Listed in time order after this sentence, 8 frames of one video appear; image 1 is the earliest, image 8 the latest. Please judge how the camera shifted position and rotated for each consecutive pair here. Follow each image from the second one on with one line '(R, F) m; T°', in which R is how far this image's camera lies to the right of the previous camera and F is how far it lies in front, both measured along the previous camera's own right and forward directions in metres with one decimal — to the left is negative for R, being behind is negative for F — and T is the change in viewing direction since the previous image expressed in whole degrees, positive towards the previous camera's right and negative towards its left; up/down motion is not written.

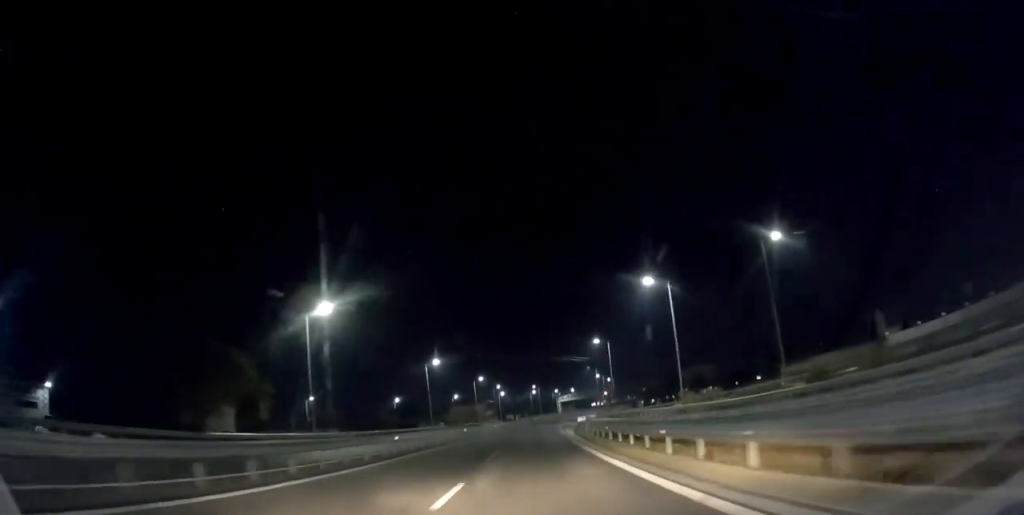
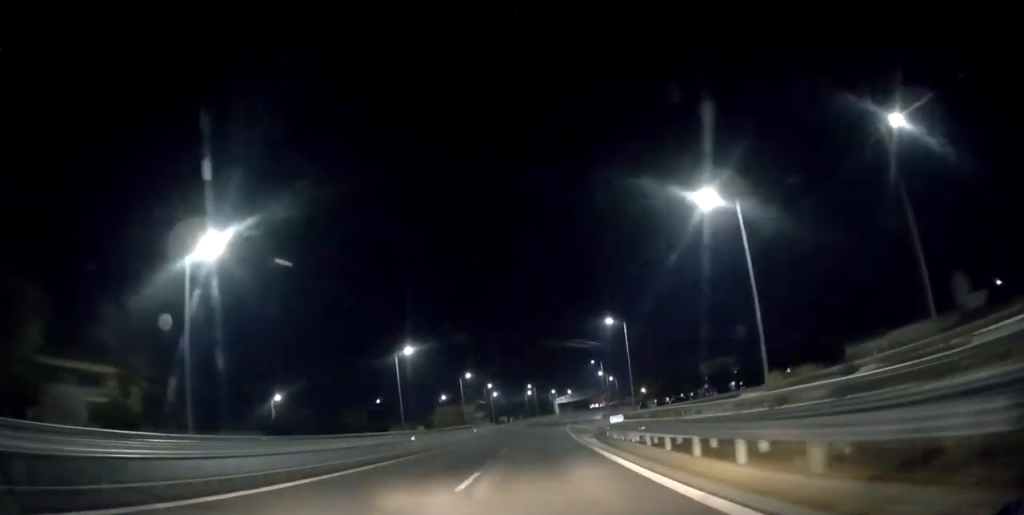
(+0.3, +20.5) m; +1°
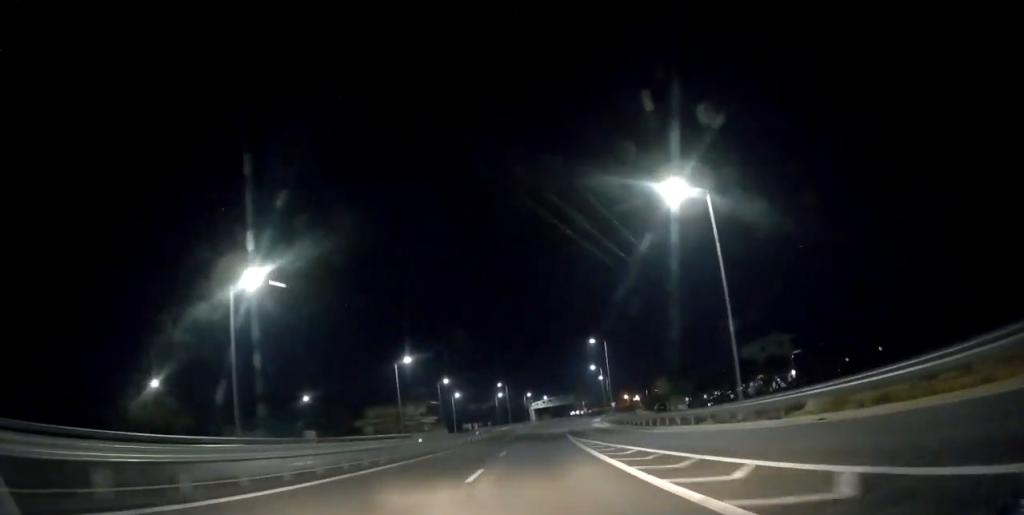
(+0.8, +42.4) m; +2°
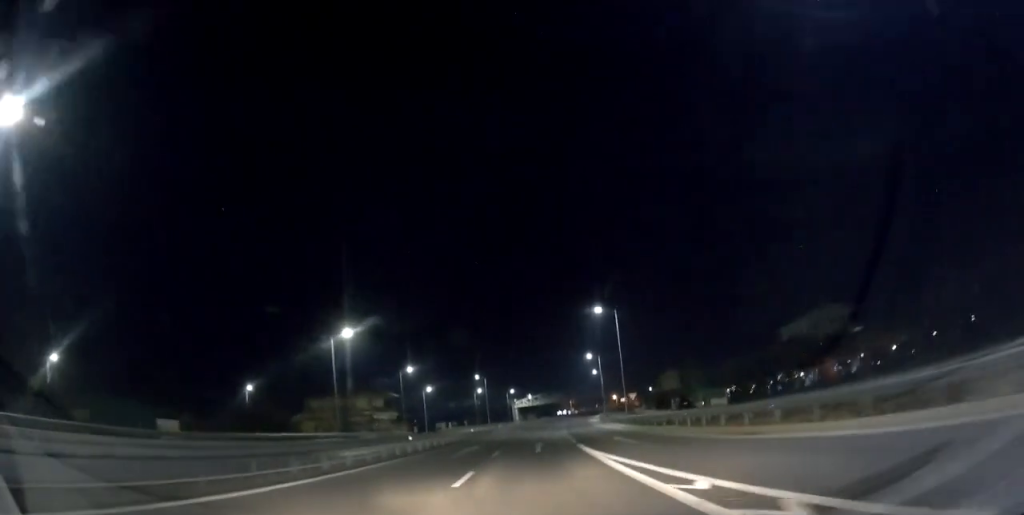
(+0.1, +23.6) m; +1°
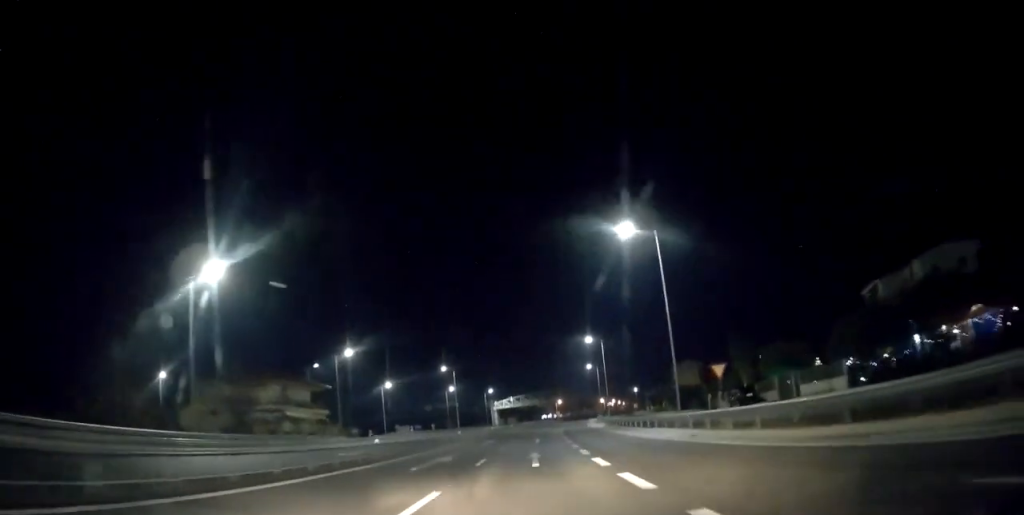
(+0.5, +27.6) m; +2°
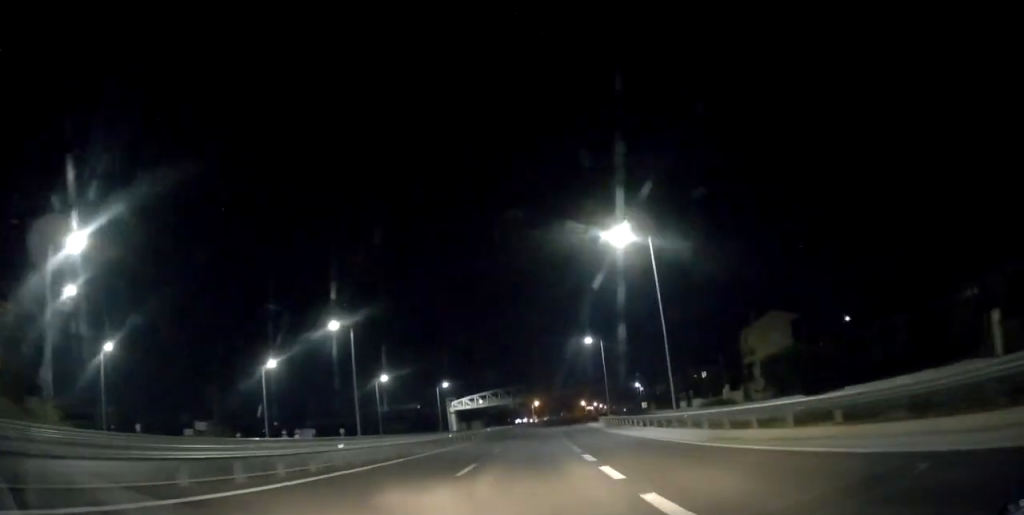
(+1.5, +48.8) m; +3°
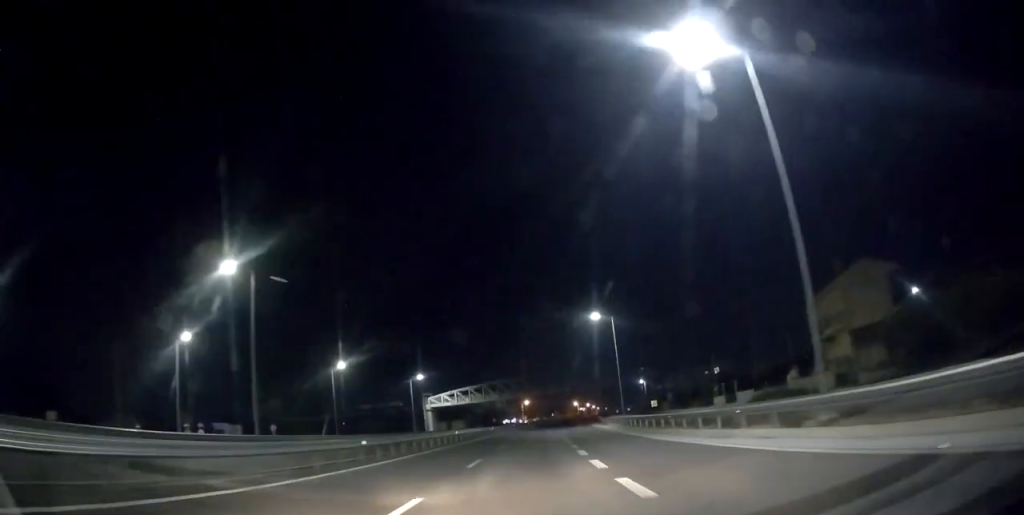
(+0.1, +20.1) m; +1°
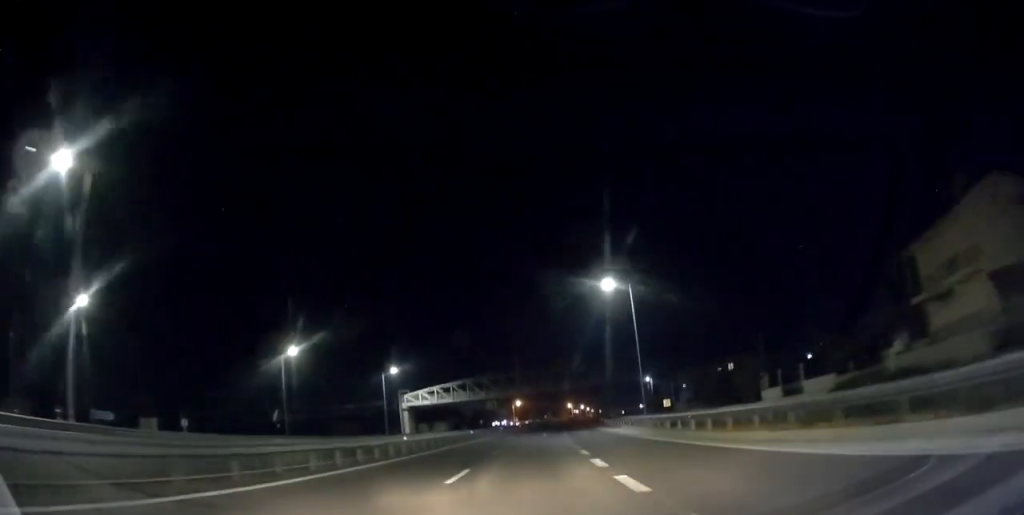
(+0.2, +16.4) m; +1°
